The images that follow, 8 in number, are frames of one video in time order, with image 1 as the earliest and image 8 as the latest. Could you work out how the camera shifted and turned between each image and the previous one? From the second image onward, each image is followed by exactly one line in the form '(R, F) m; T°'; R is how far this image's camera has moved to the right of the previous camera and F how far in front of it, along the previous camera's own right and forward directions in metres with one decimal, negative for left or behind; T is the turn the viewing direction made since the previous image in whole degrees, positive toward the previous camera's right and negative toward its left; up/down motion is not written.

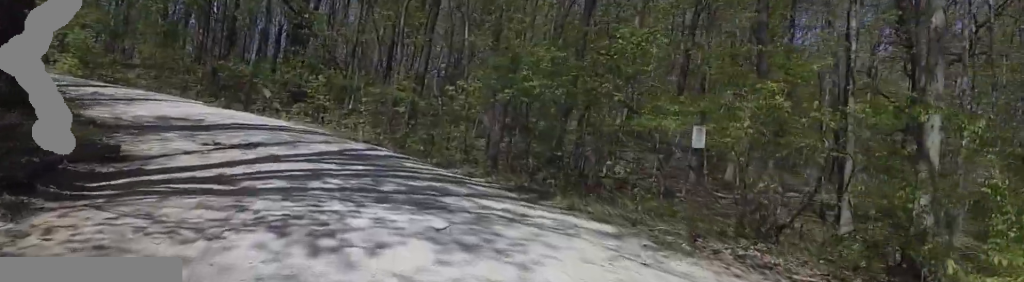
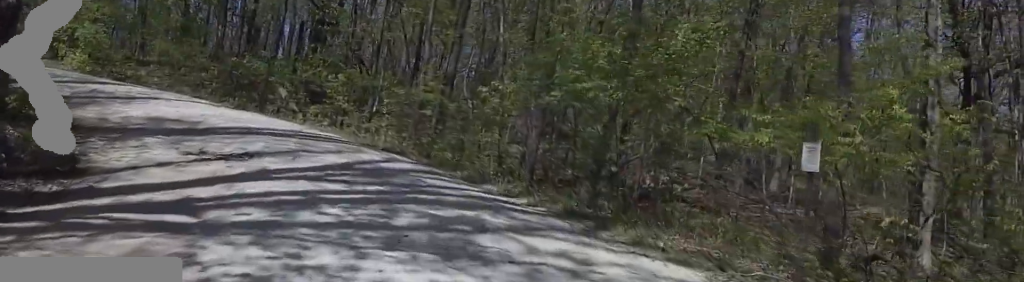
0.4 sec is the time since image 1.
(-0.3, +1.7) m; -3°
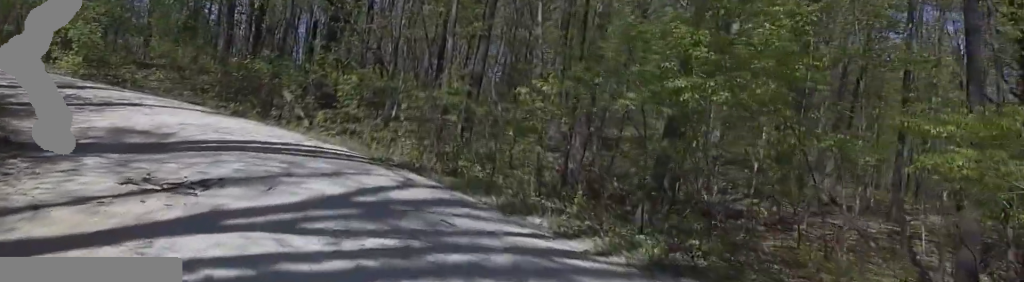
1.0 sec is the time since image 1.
(0.0, +2.4) m; -7°
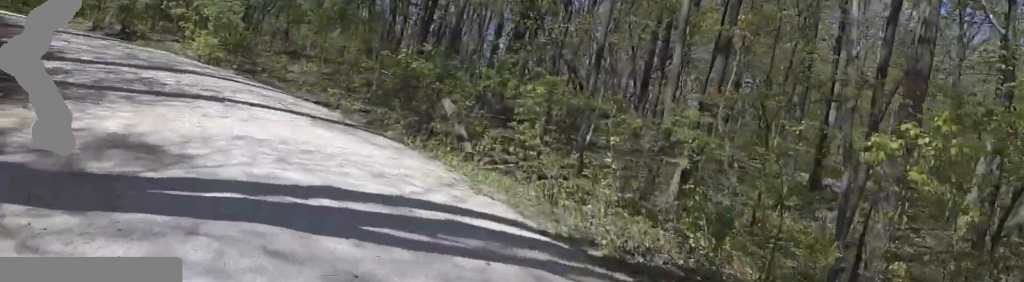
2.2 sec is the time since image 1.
(-0.6, +4.3) m; -18°
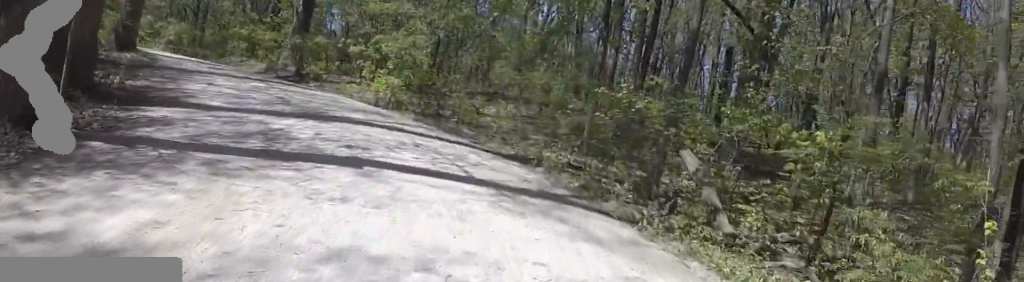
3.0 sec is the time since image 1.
(-0.4, +2.9) m; -3°
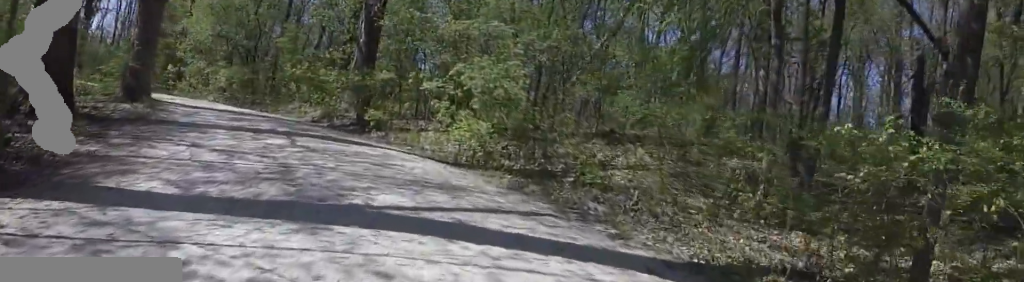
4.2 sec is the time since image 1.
(+0.5, +4.2) m; -2°
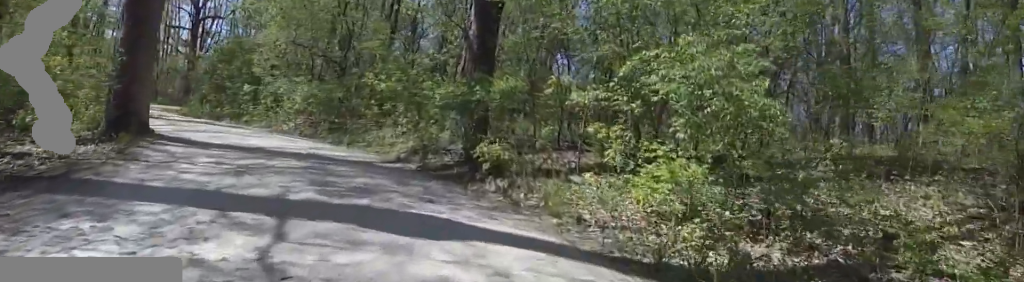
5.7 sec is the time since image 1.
(-1.0, +4.9) m; -6°
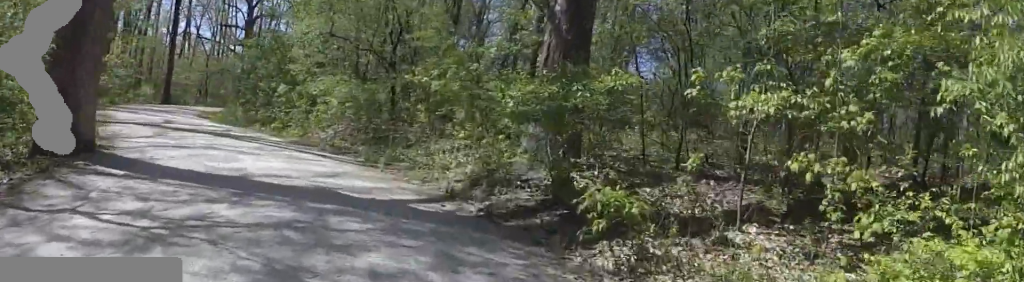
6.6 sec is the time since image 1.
(+0.9, +2.8) m; 0°
